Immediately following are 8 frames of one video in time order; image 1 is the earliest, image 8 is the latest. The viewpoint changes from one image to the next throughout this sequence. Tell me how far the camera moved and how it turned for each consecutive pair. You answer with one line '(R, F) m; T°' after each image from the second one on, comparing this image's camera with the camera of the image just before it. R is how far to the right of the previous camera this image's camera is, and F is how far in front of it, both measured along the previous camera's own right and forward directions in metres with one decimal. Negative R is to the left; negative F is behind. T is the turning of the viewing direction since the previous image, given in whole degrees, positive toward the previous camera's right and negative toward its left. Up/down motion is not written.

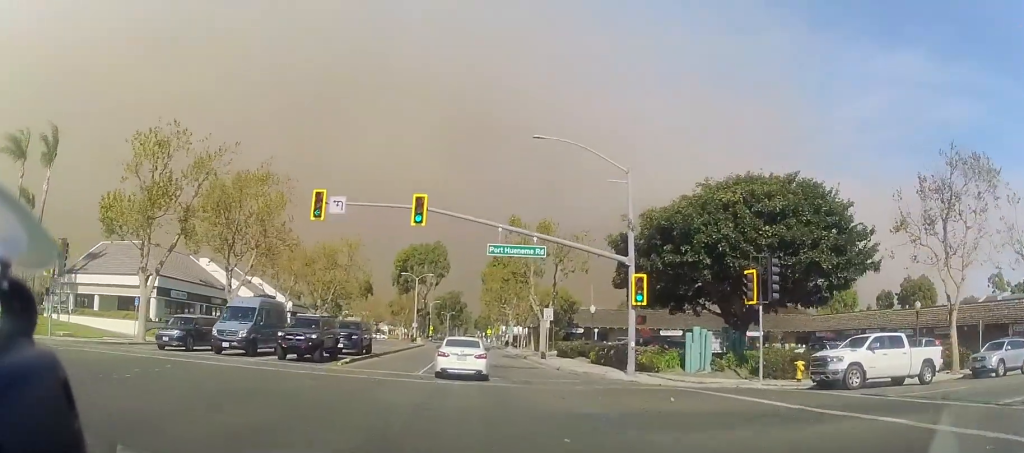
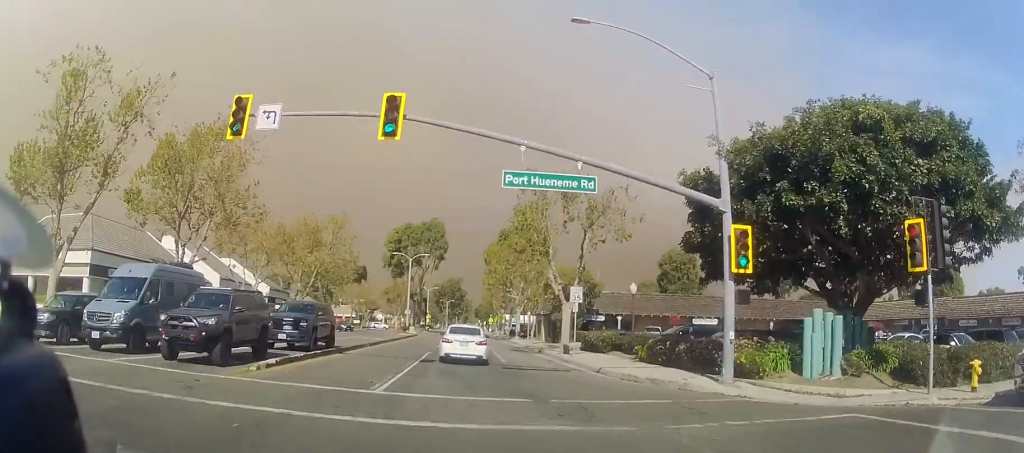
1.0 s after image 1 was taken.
(0.0, +10.3) m; 0°
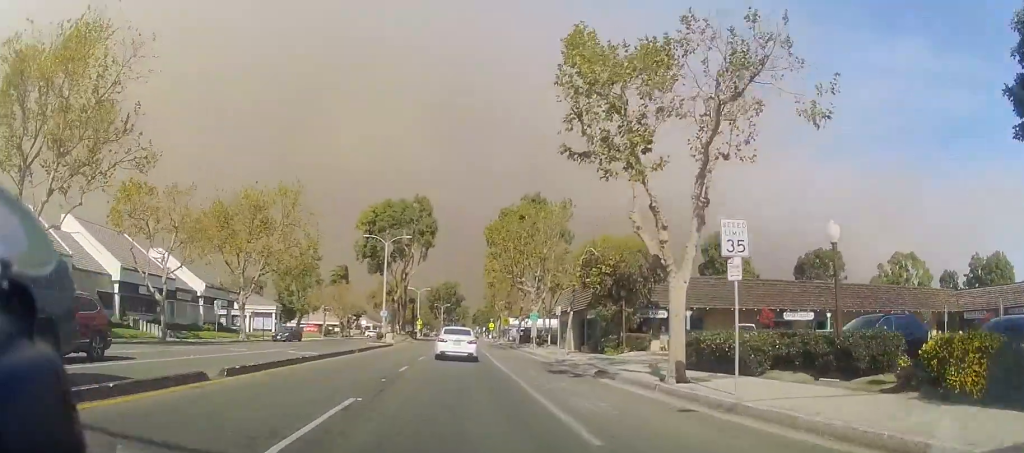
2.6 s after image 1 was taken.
(0.0, +18.4) m; 0°
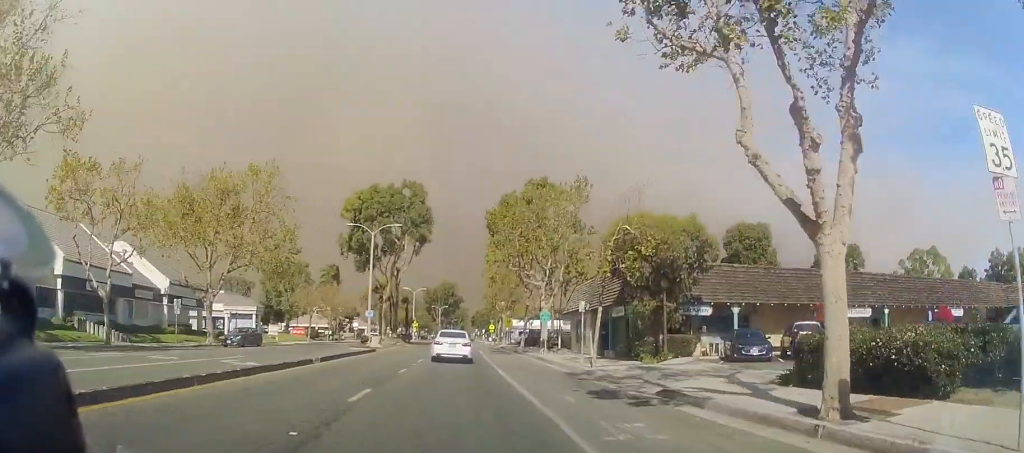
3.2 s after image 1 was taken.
(0.0, +7.0) m; 0°
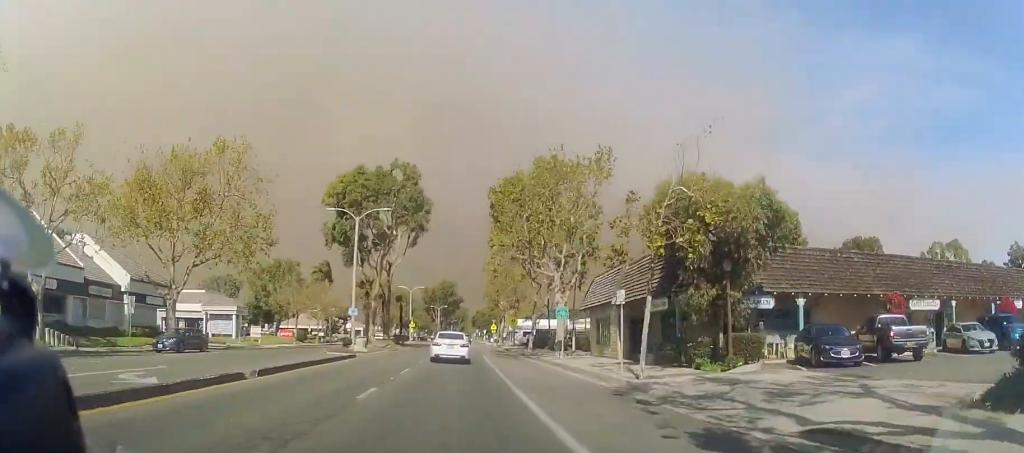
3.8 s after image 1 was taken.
(0.0, +6.5) m; 0°
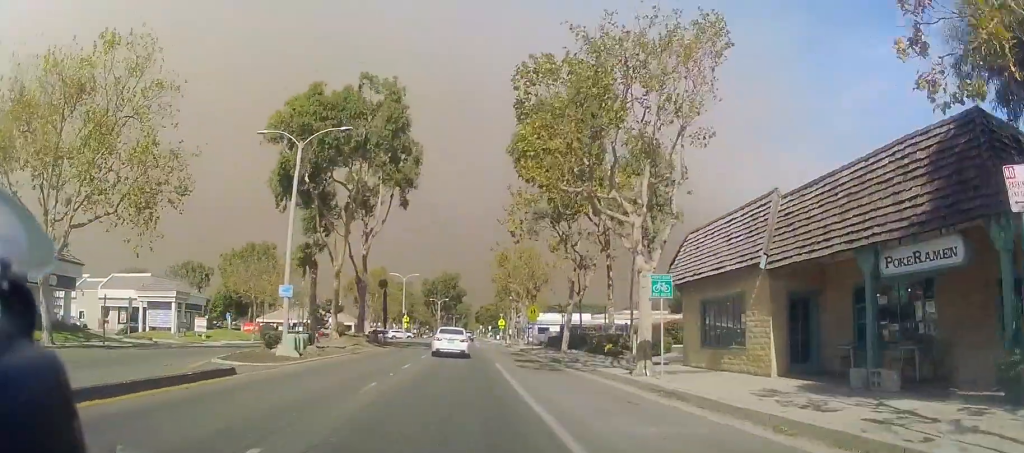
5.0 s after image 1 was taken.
(0.0, +15.2) m; -2°
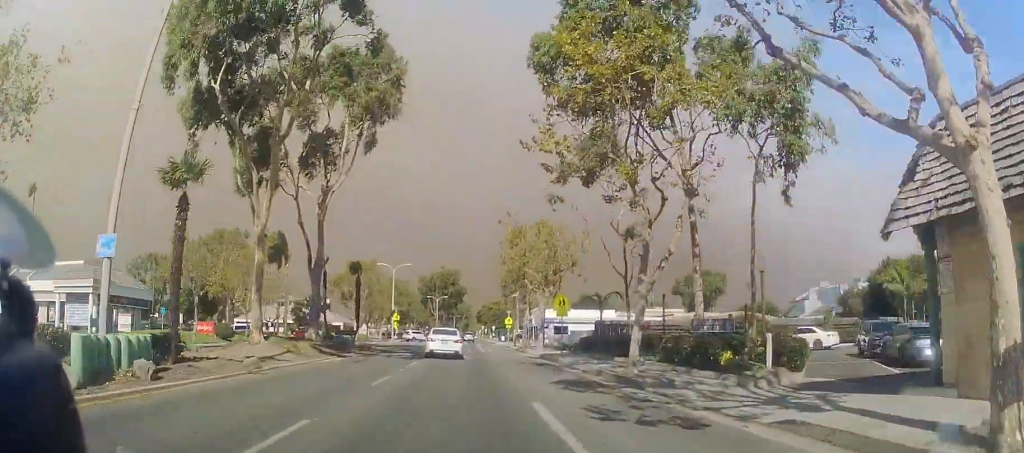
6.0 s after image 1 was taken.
(-0.4, +13.1) m; 0°
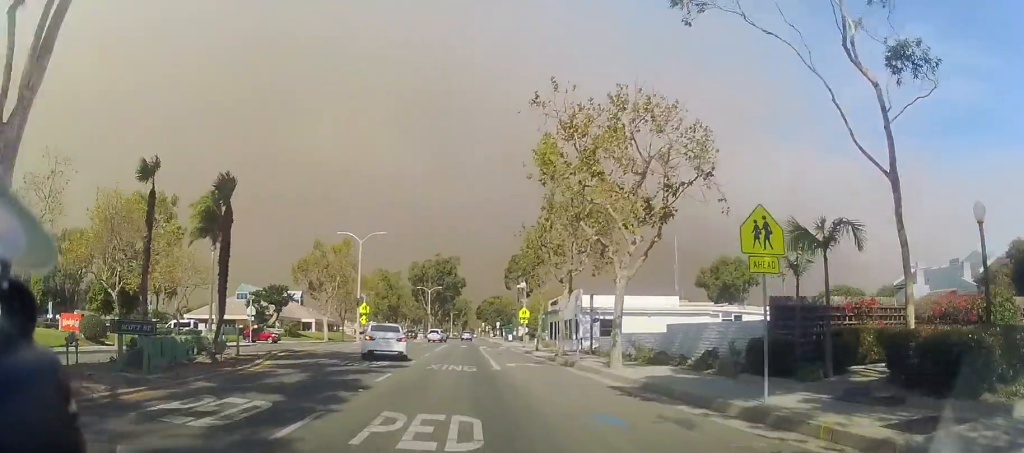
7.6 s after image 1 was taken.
(+1.1, +22.2) m; +3°
